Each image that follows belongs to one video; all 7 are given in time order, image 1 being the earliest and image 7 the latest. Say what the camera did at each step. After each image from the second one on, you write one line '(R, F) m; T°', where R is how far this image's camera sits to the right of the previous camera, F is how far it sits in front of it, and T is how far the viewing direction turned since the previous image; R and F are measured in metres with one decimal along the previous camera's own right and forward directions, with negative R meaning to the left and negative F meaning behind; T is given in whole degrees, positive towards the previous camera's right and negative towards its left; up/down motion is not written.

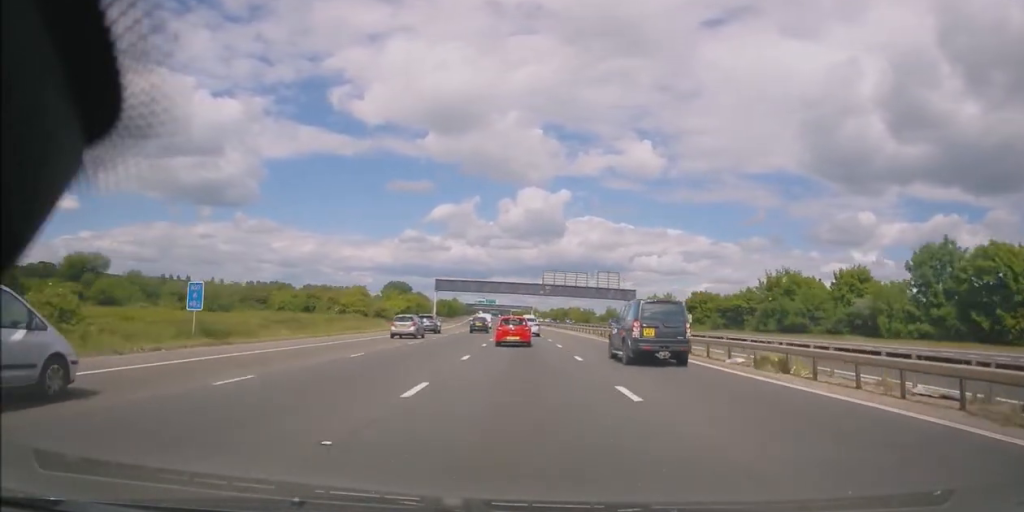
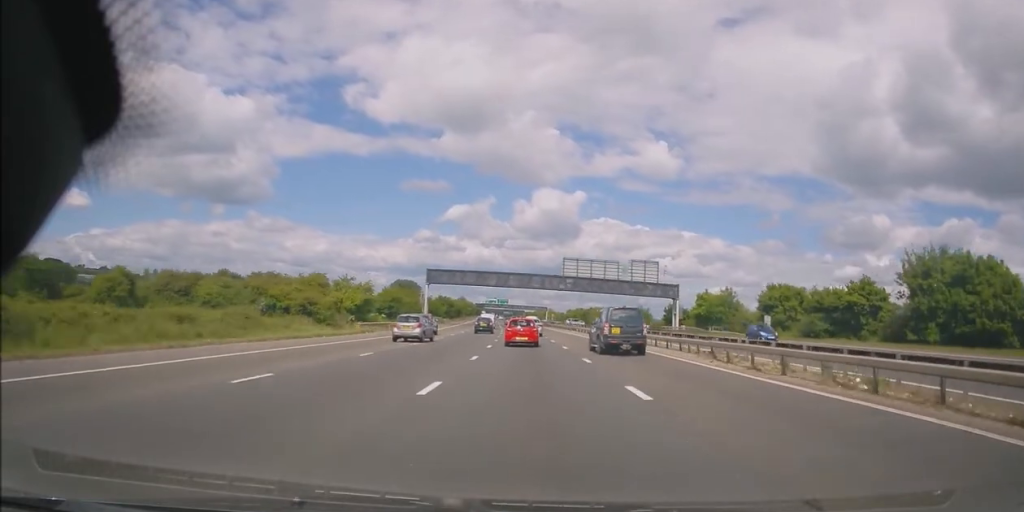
(-0.2, +27.5) m; -1°
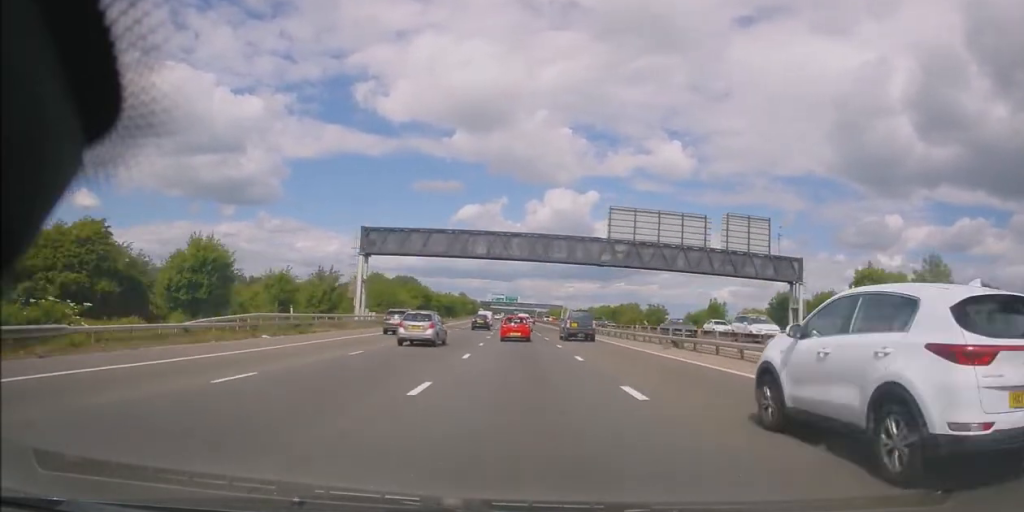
(-0.4, +47.0) m; -1°
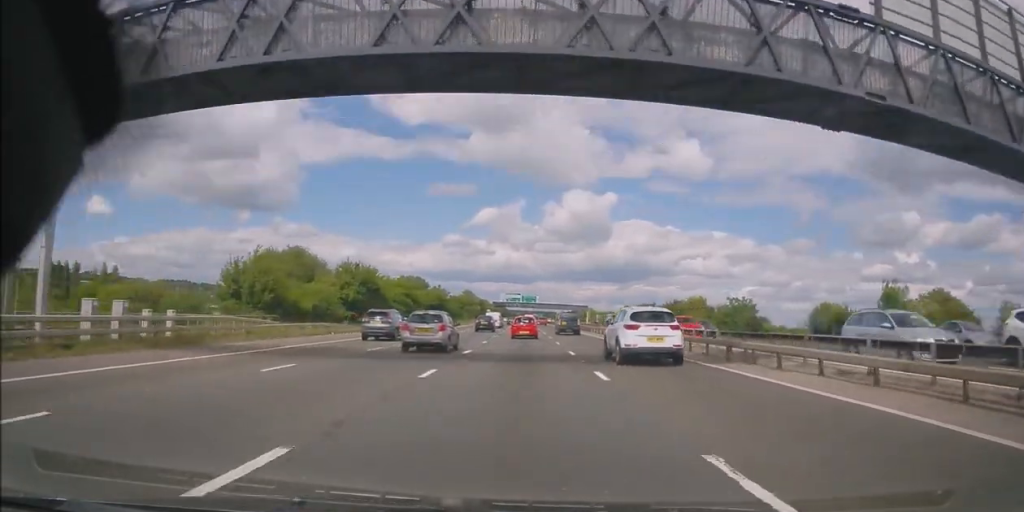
(-0.3, +43.9) m; -1°
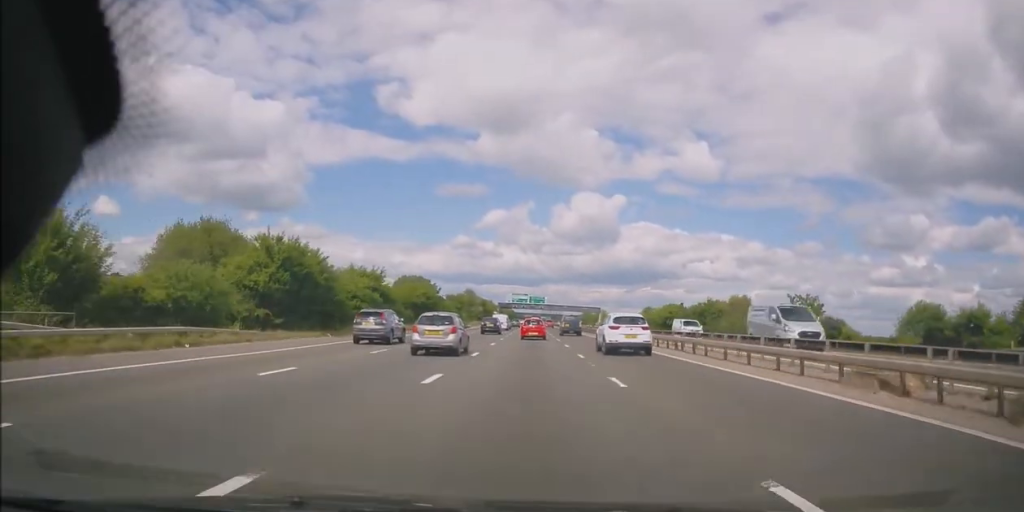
(-0.5, +19.1) m; -1°
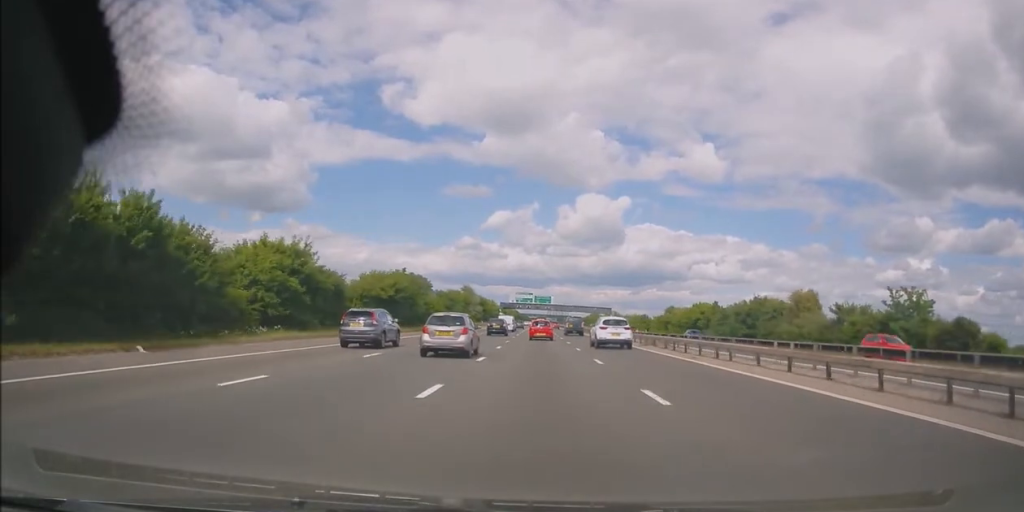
(-0.1, +20.8) m; 0°
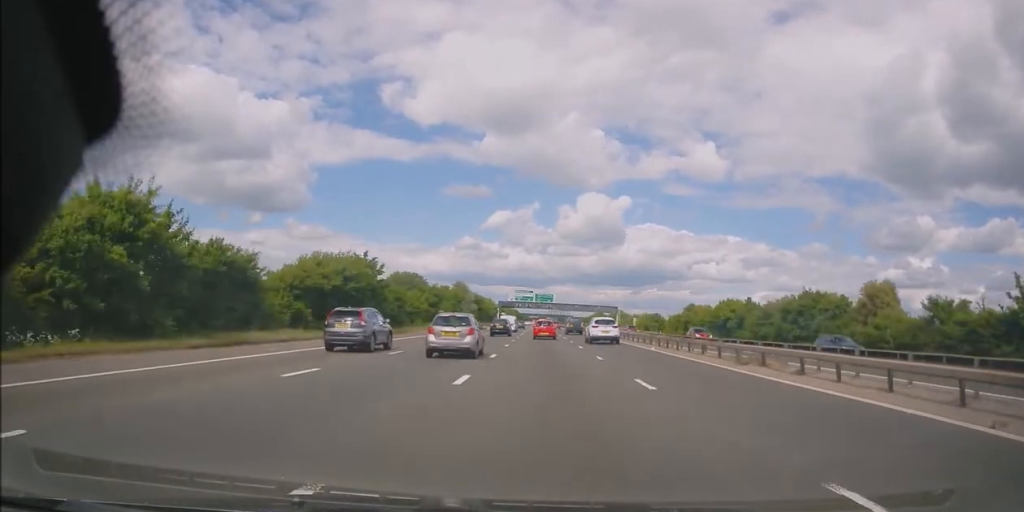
(+0.1, +16.7) m; 0°
